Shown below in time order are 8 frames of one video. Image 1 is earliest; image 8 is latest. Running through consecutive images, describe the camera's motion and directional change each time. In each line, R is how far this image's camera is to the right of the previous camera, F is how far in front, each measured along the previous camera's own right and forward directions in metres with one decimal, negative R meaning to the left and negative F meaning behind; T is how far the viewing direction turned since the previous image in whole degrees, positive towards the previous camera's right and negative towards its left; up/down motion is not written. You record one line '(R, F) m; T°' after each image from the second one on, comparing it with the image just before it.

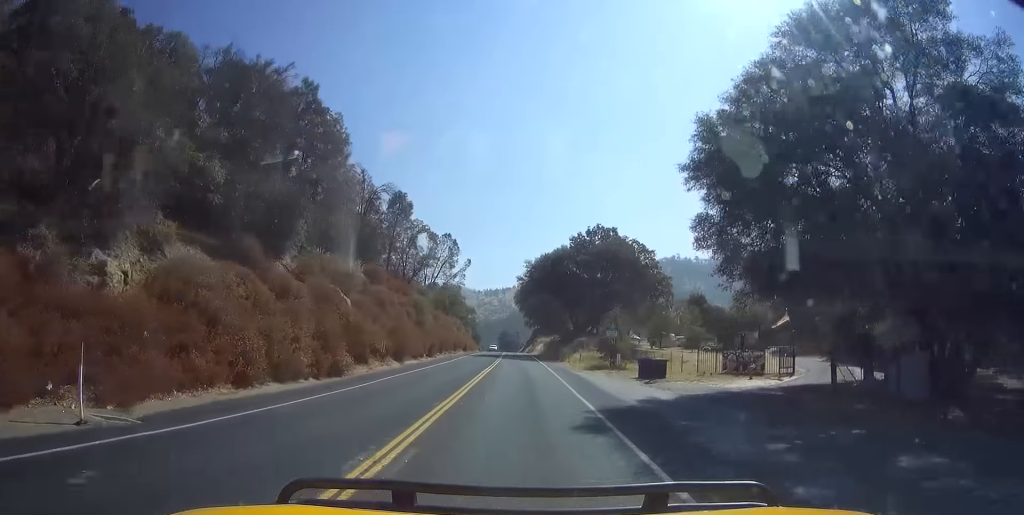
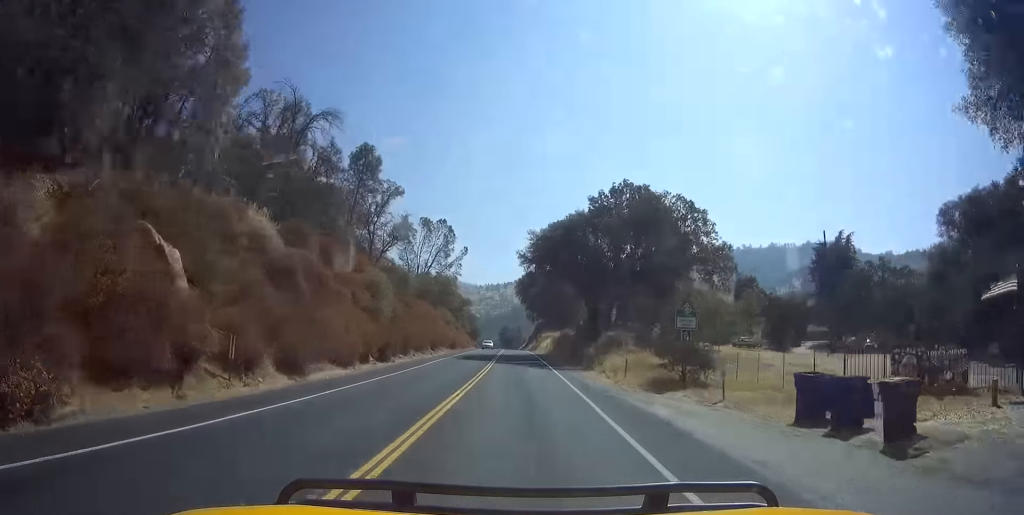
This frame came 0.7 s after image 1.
(+0.1, +16.2) m; -1°
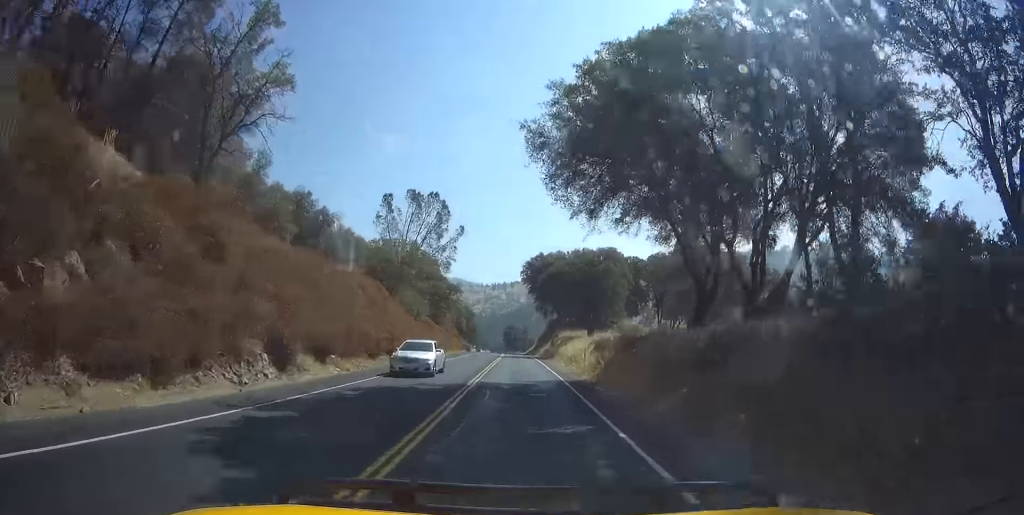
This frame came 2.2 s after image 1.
(-0.4, +31.6) m; 0°
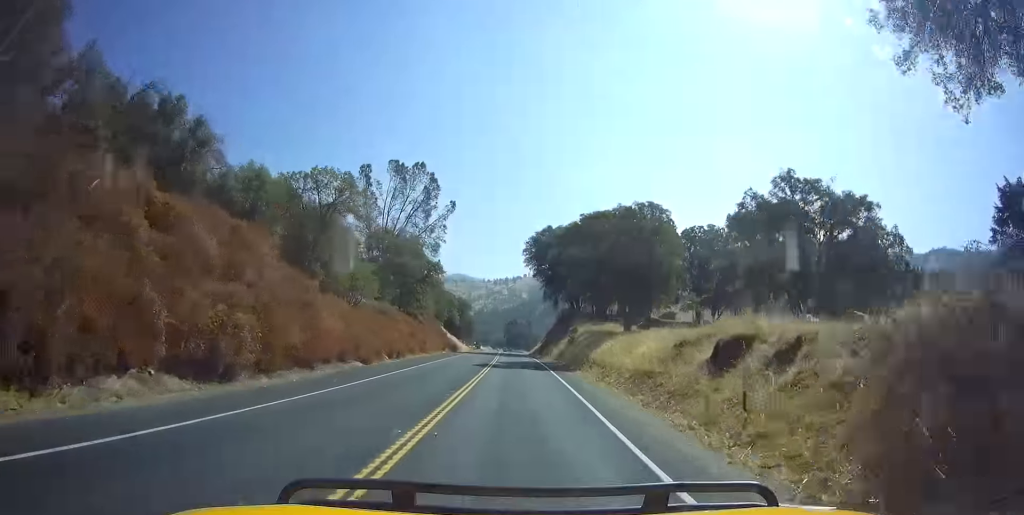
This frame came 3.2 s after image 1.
(0.0, +22.2) m; 0°
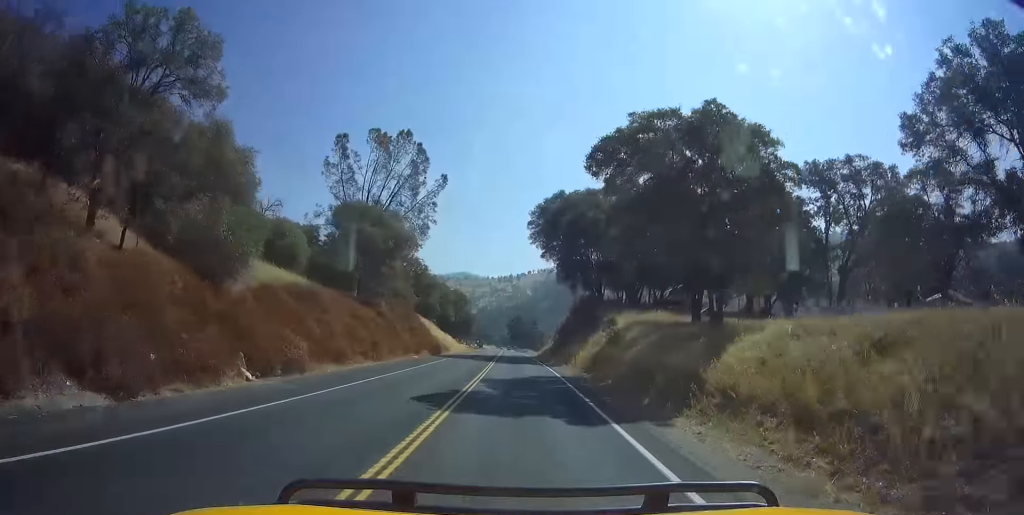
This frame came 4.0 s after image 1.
(-0.2, +18.7) m; -1°
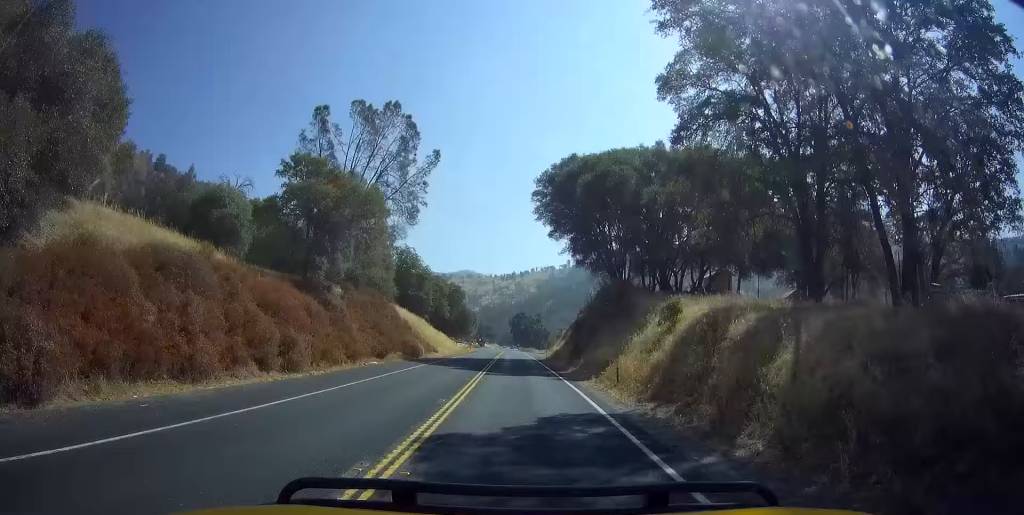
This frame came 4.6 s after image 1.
(-0.1, +12.7) m; -1°
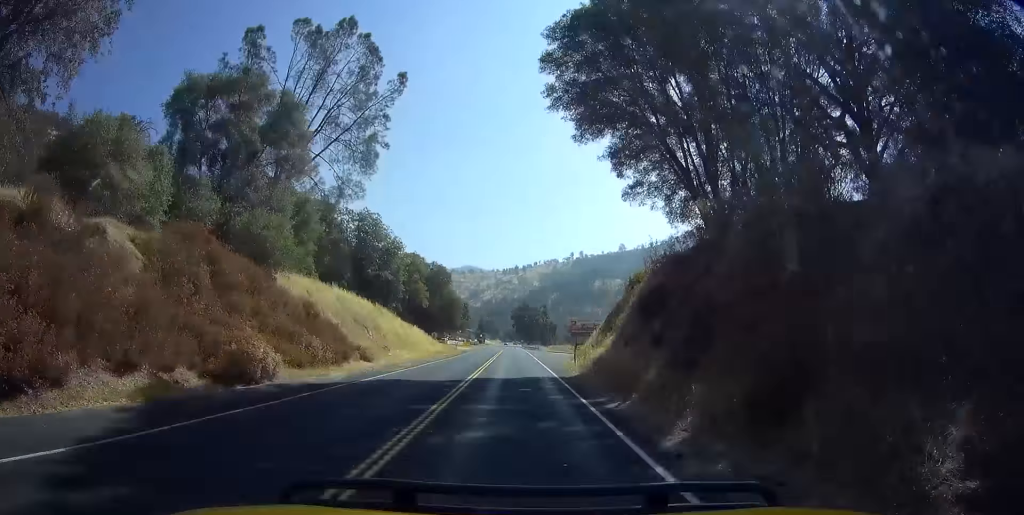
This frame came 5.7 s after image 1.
(-0.2, +26.7) m; -1°
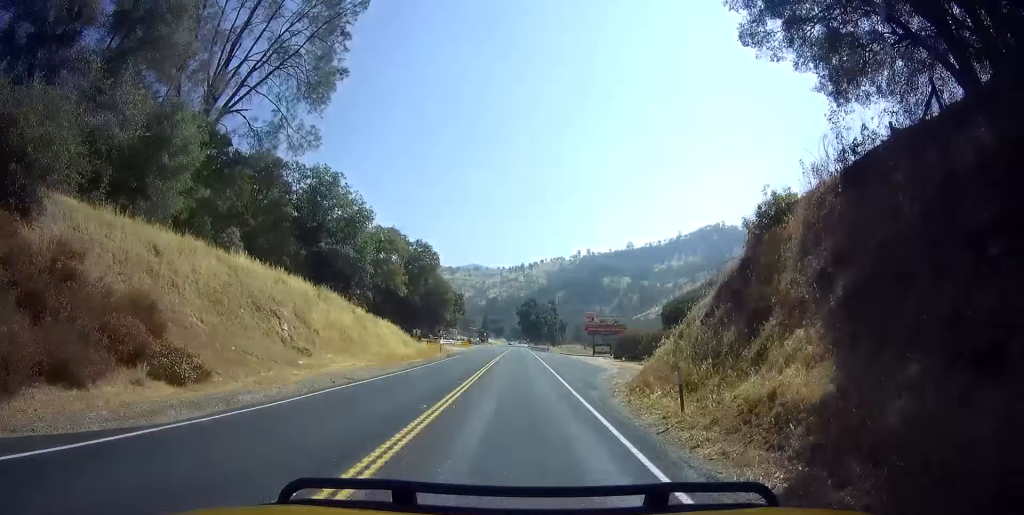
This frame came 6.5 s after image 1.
(+0.1, +18.4) m; -1°
